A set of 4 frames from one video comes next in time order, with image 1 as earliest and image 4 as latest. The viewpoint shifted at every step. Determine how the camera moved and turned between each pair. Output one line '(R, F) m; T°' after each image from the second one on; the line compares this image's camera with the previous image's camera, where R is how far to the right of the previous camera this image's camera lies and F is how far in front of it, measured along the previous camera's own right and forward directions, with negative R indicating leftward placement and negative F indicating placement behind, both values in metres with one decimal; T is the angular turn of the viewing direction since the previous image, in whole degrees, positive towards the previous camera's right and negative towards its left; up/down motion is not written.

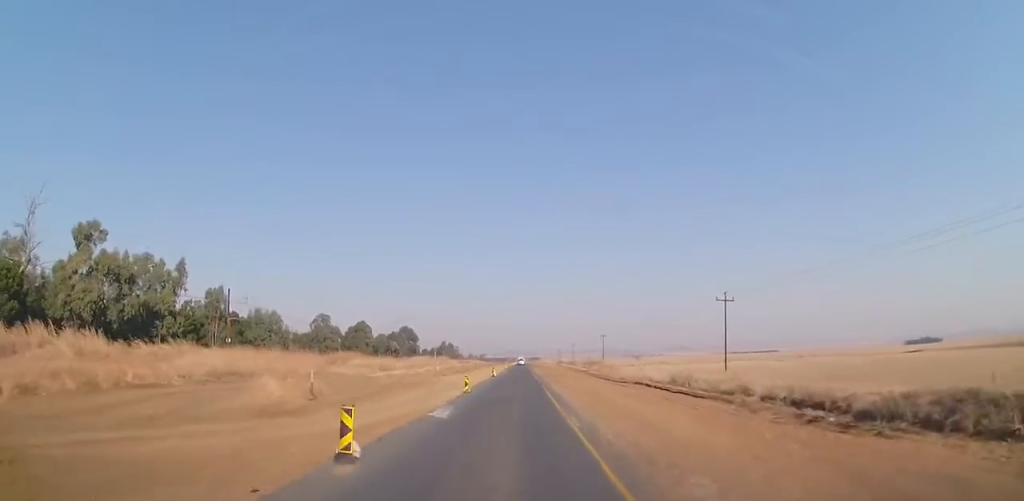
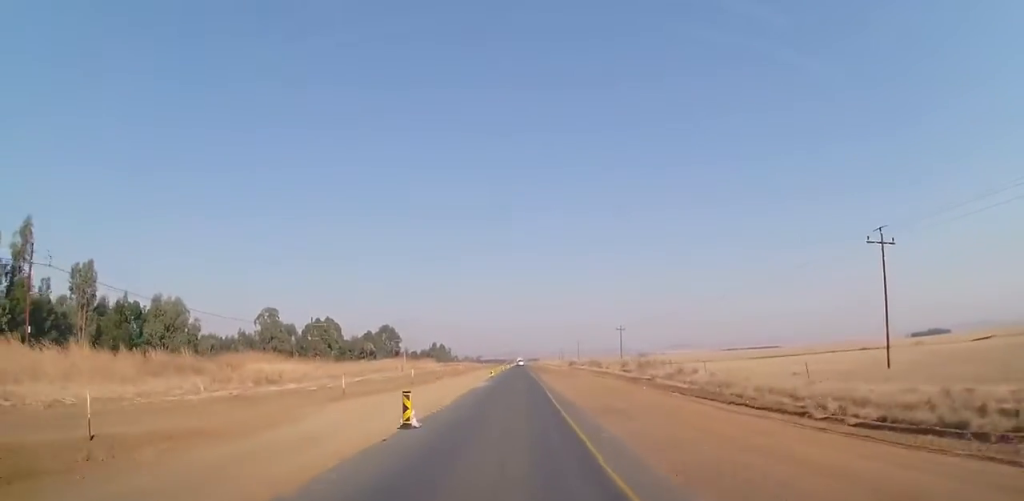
(+0.4, +35.1) m; 0°
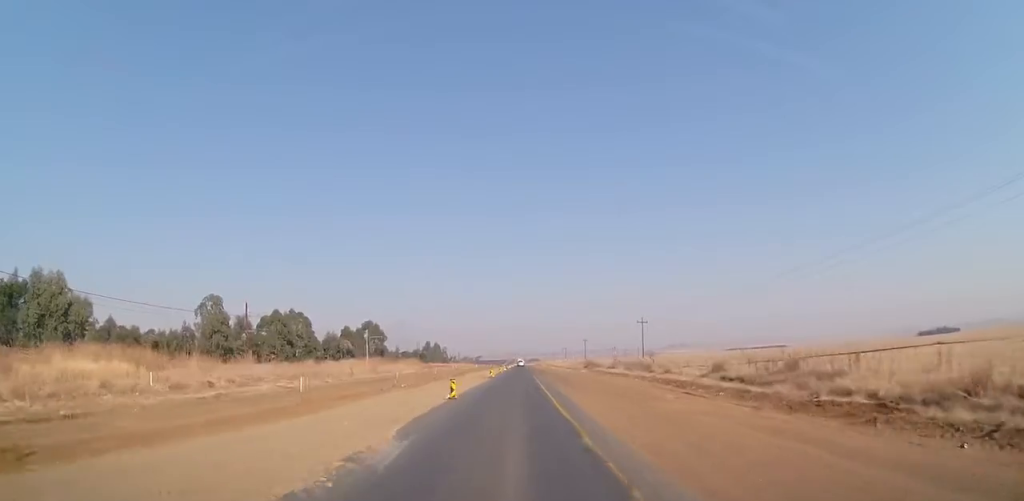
(-0.2, +25.8) m; 0°
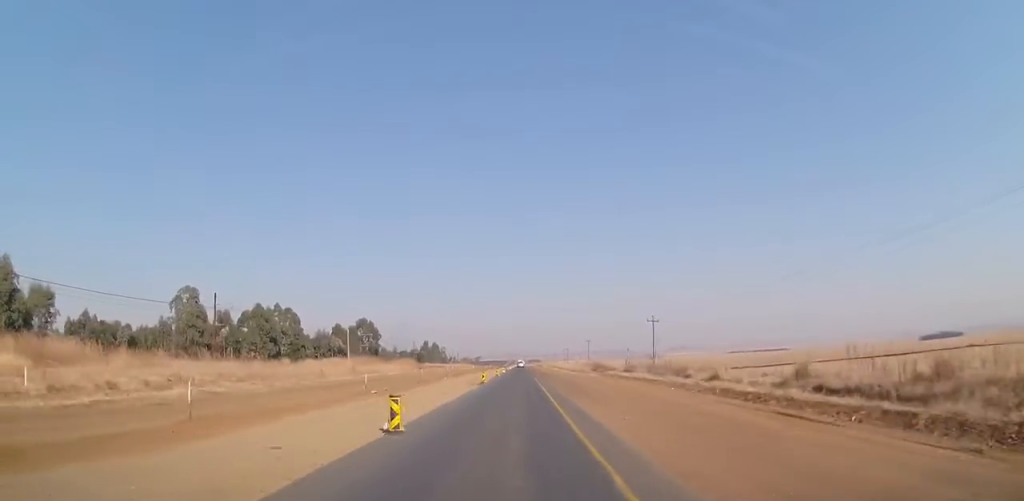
(+0.1, +9.0) m; 0°
